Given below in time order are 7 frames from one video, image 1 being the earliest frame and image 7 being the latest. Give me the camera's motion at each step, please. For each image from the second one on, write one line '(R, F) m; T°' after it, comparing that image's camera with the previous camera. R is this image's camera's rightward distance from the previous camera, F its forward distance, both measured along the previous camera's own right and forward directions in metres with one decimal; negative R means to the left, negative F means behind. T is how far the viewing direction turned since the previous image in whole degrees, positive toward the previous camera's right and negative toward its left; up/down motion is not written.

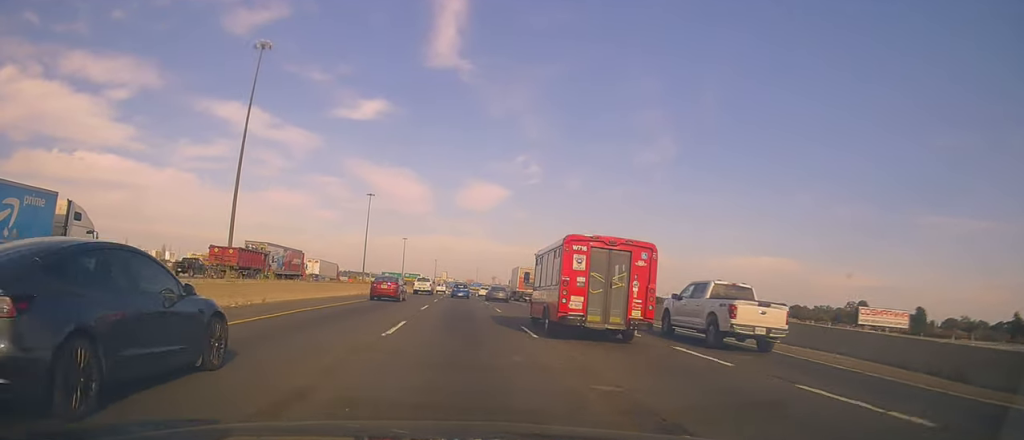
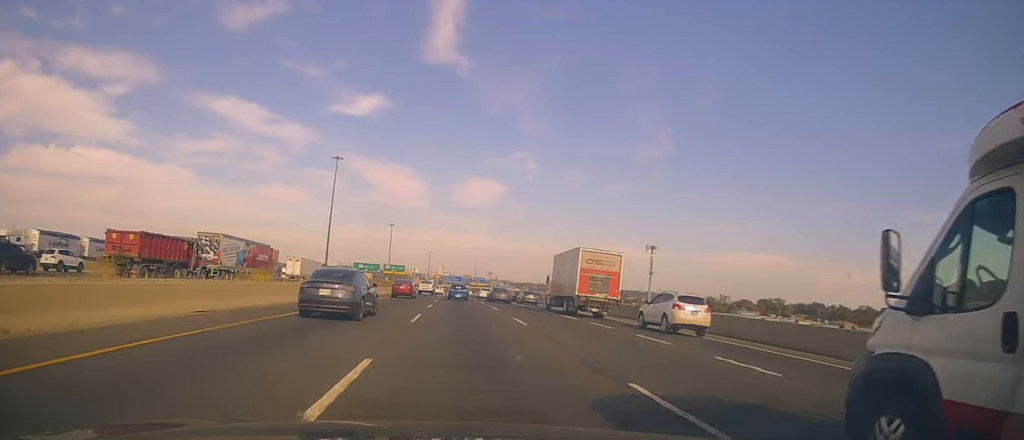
(+0.2, +56.5) m; +1°
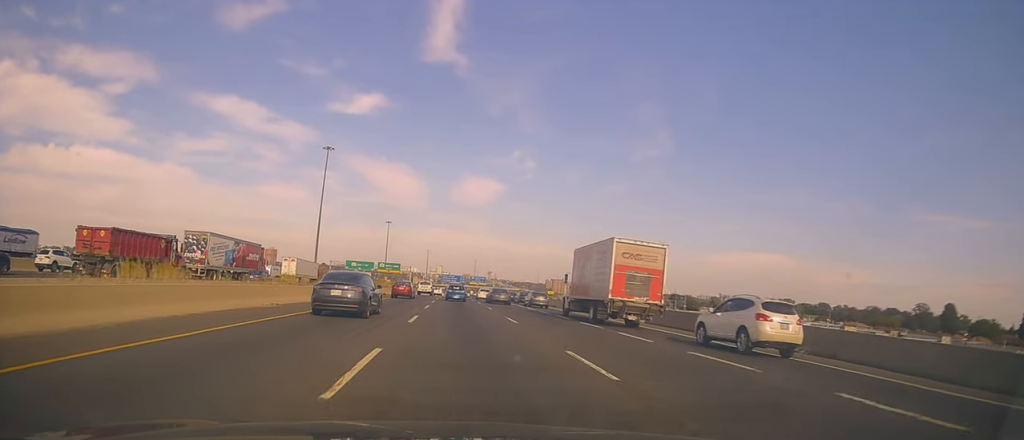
(-0.2, +10.8) m; -1°
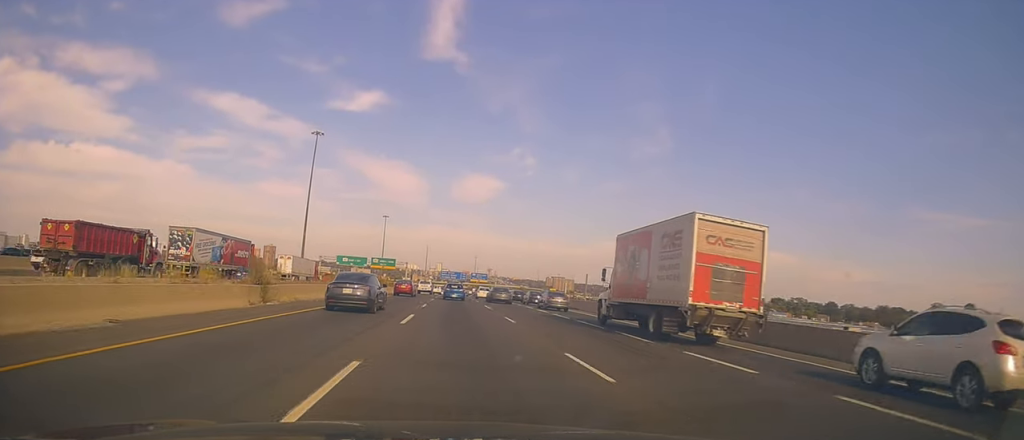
(-0.2, +12.8) m; -1°
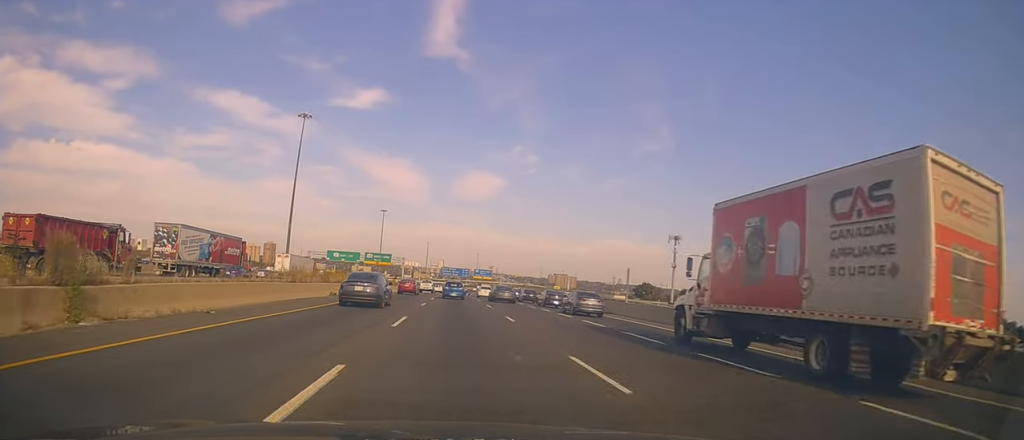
(0.0, +13.6) m; +1°
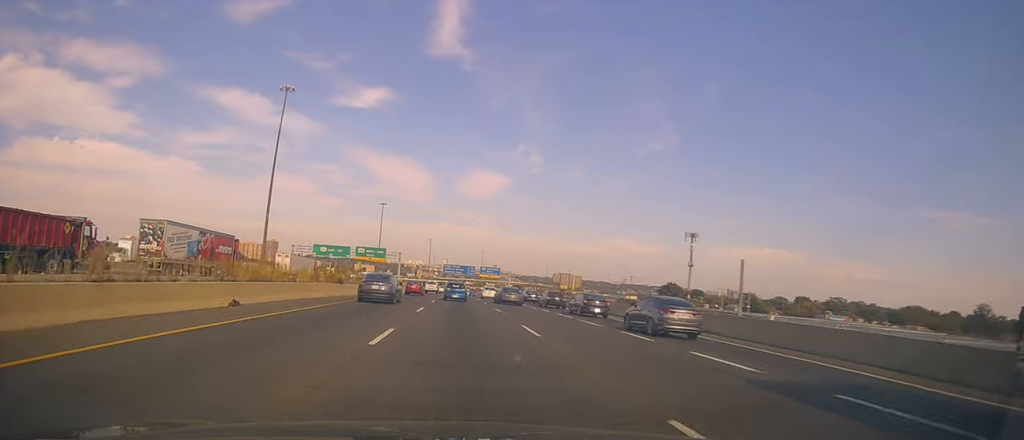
(+0.4, +18.0) m; 0°
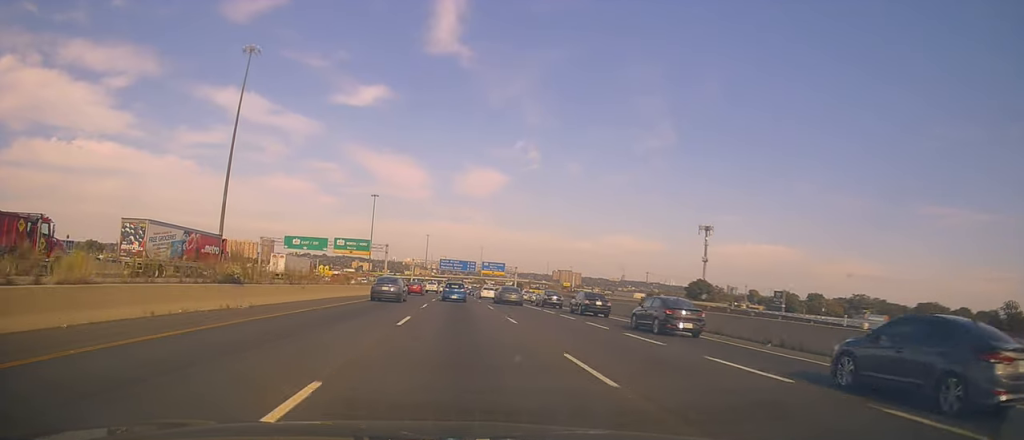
(-0.3, +20.3) m; -2°
